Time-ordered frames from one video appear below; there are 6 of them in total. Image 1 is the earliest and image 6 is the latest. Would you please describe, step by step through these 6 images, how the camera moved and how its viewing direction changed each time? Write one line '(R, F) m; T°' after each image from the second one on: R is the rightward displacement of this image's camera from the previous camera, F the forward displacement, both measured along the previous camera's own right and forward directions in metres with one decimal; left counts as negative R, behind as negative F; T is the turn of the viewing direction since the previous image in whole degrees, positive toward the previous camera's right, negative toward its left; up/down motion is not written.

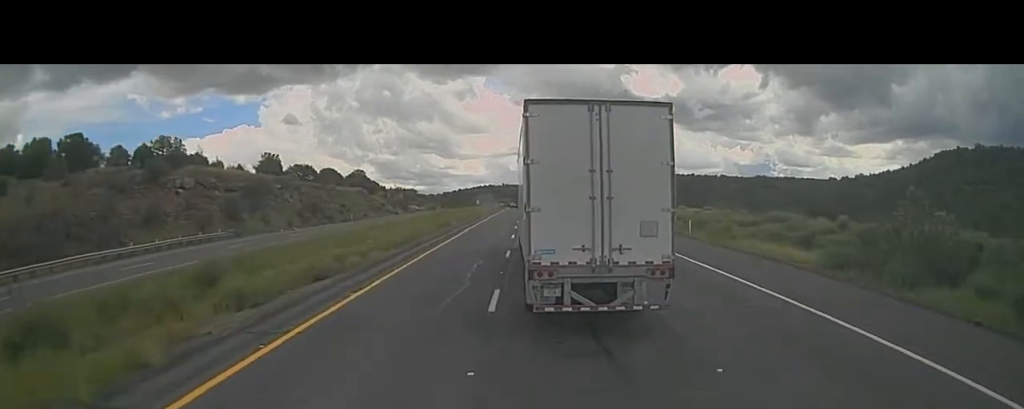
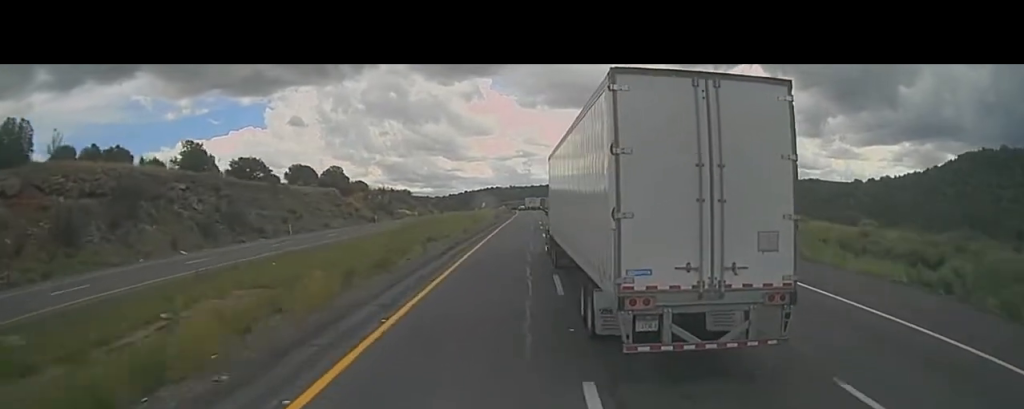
(-0.1, +33.2) m; 0°
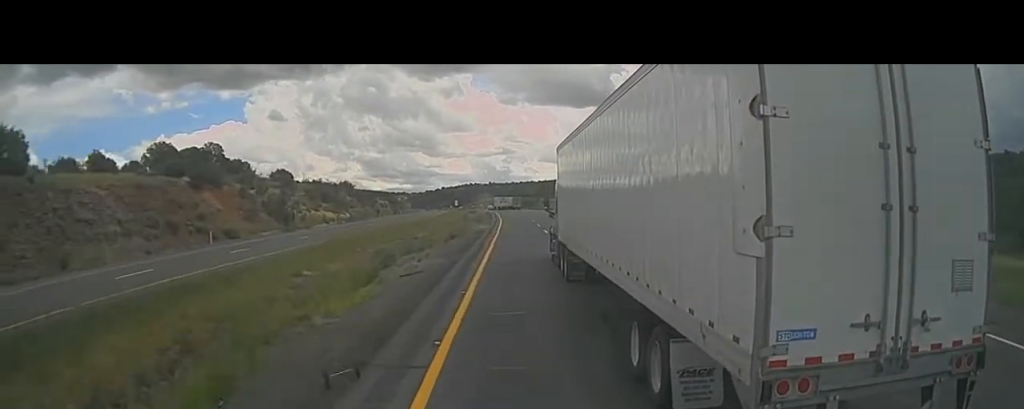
(0.0, +57.1) m; +1°
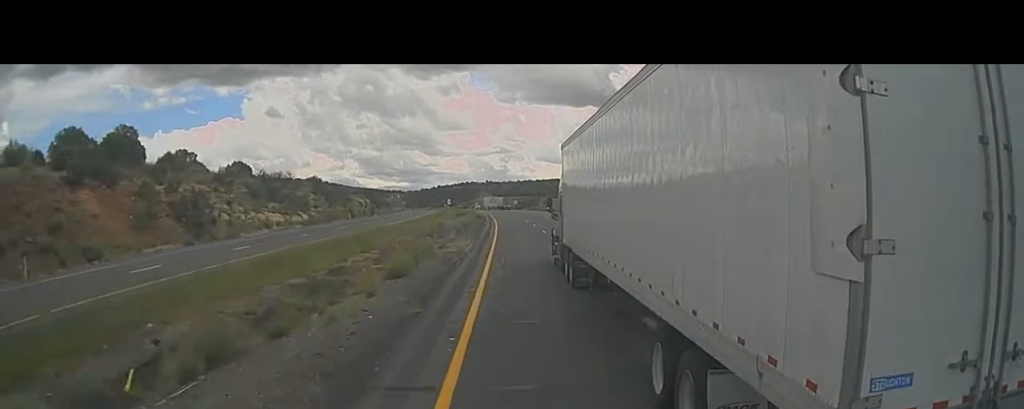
(0.0, +23.2) m; +1°
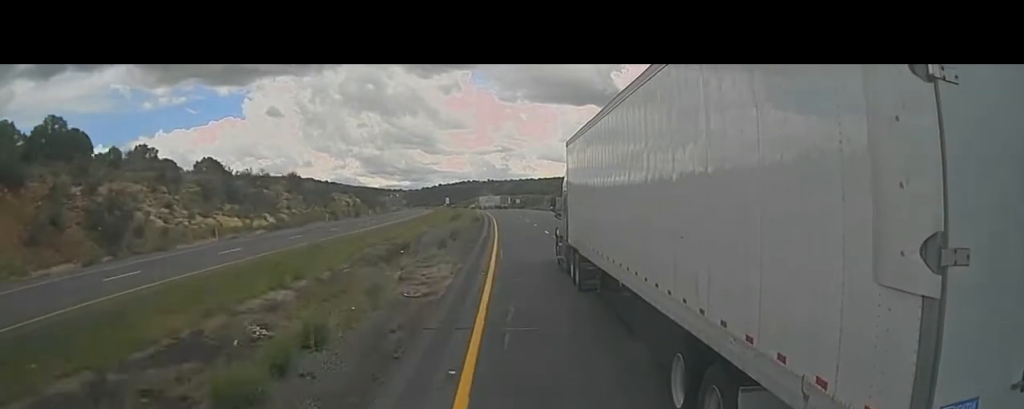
(+0.1, +14.0) m; 0°
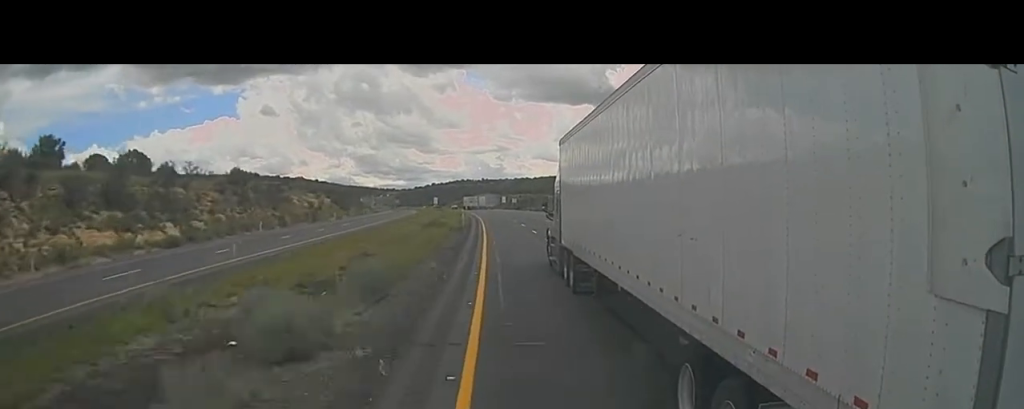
(+0.2, +24.5) m; -1°
